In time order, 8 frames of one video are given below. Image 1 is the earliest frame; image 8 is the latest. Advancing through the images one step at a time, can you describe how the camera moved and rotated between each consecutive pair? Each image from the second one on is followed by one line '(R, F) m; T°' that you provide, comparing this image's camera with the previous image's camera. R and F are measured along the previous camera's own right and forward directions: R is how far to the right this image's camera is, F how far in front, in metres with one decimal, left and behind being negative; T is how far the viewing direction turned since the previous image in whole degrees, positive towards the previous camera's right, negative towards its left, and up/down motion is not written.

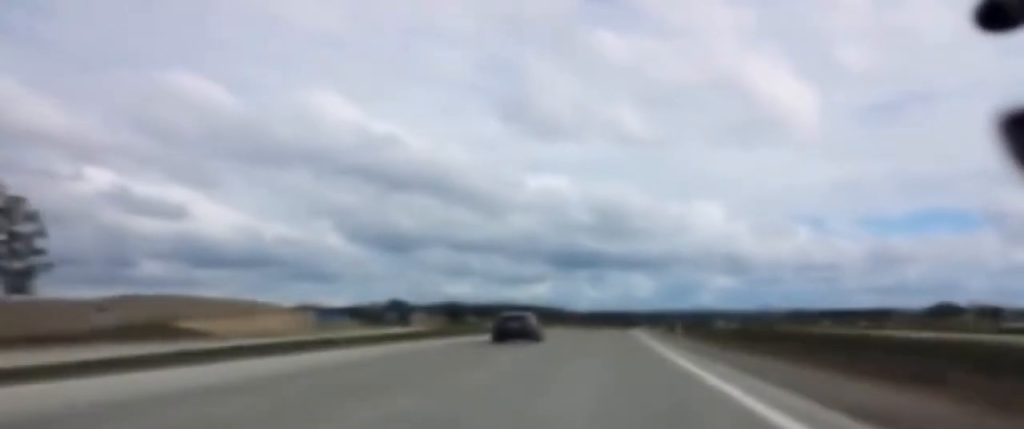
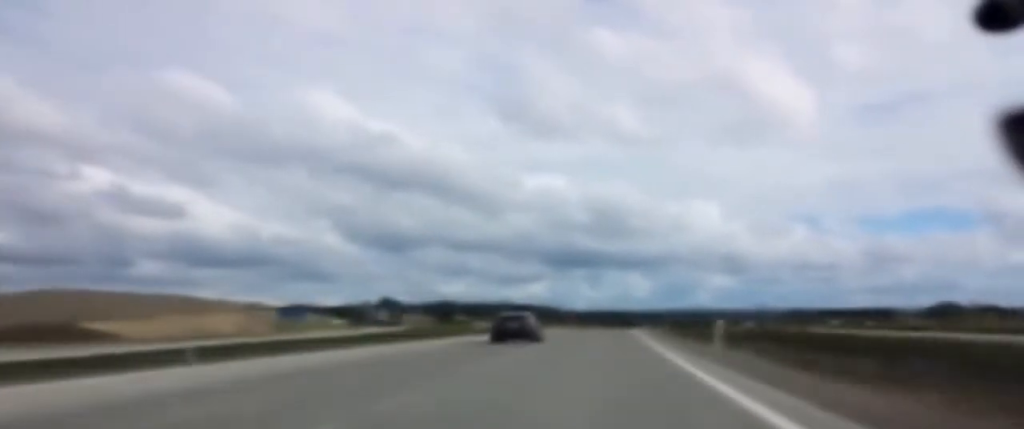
(0.0, +13.1) m; 0°
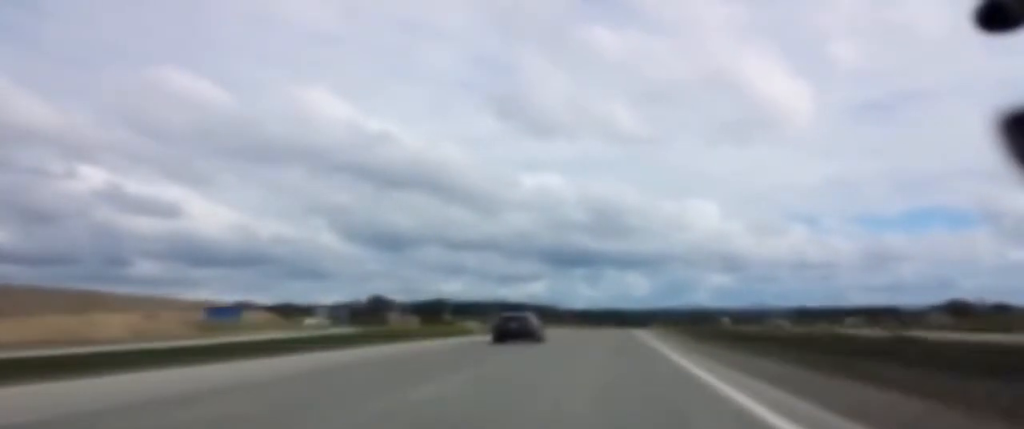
(0.0, +18.1) m; +1°
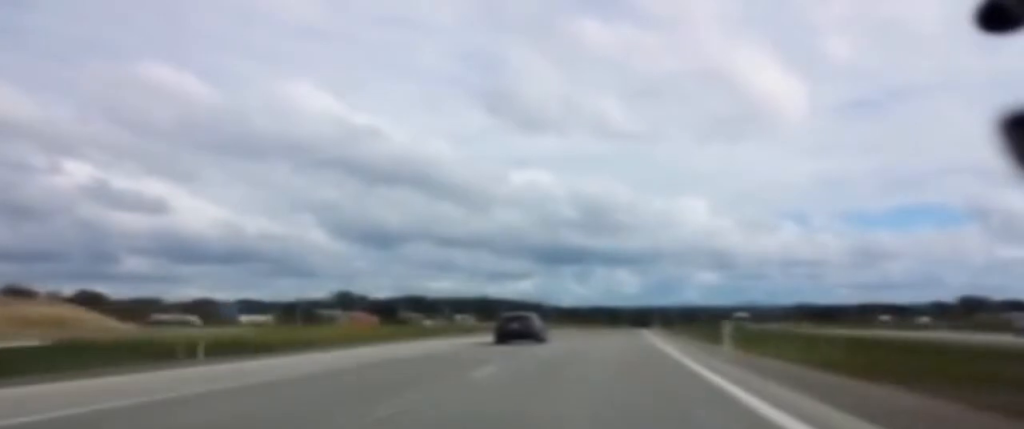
(+0.8, +42.4) m; +2°
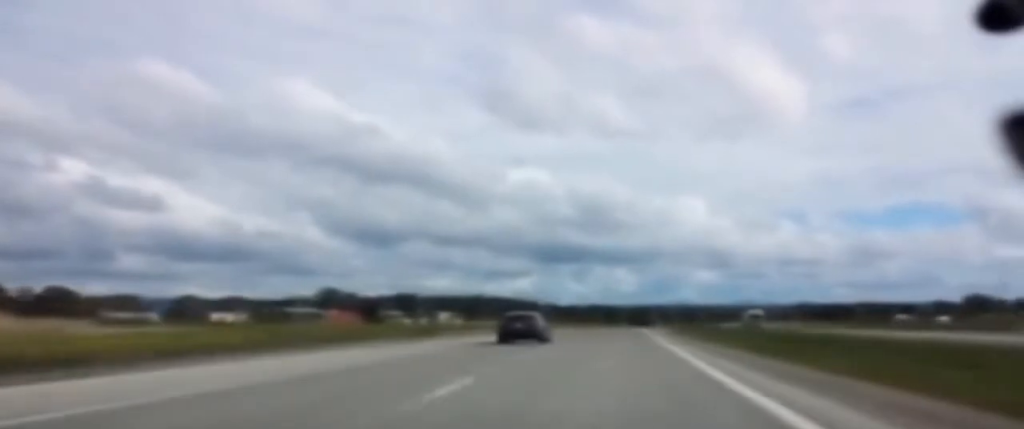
(+0.2, +16.2) m; +1°
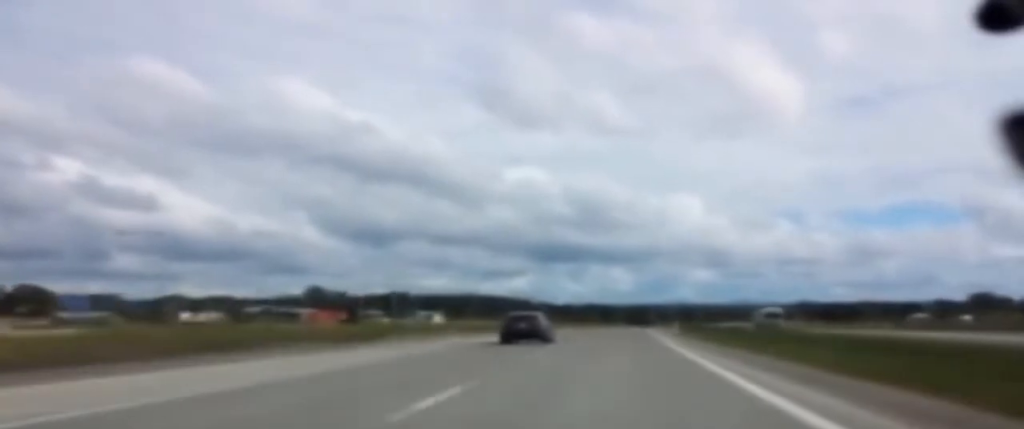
(+0.1, +14.1) m; 0°
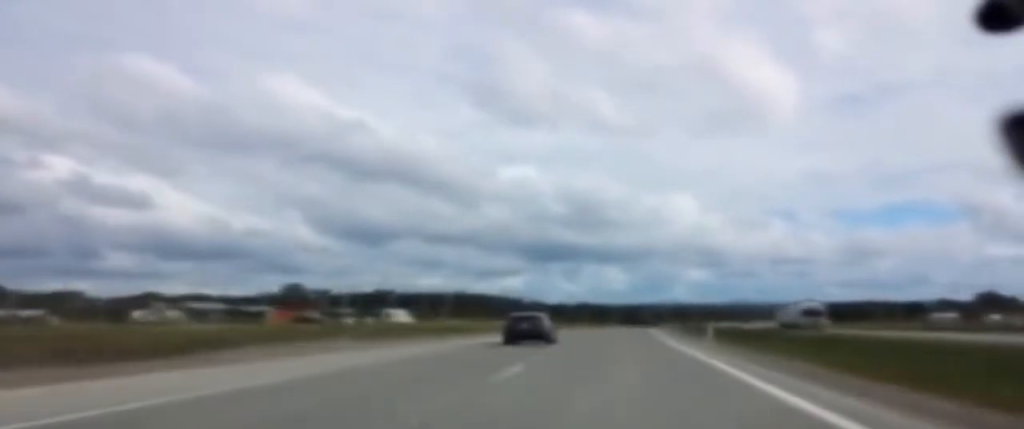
(0.0, +19.3) m; 0°
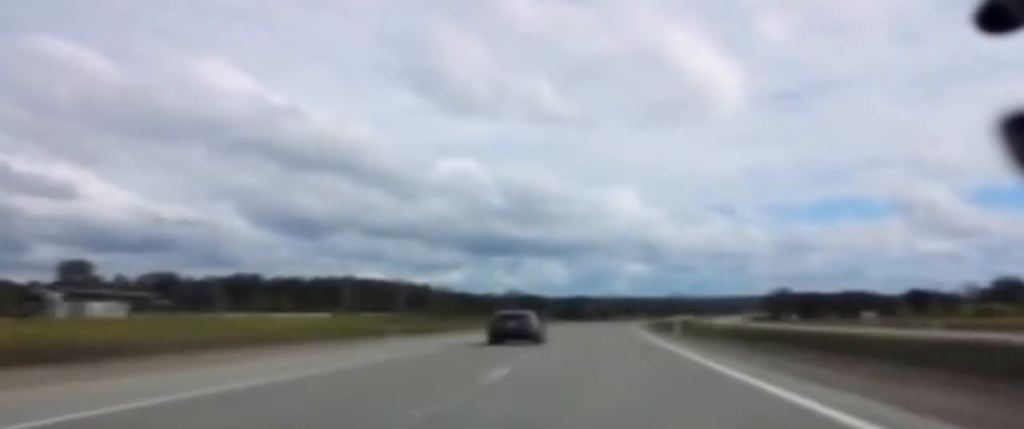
(+1.9, +112.2) m; +3°
